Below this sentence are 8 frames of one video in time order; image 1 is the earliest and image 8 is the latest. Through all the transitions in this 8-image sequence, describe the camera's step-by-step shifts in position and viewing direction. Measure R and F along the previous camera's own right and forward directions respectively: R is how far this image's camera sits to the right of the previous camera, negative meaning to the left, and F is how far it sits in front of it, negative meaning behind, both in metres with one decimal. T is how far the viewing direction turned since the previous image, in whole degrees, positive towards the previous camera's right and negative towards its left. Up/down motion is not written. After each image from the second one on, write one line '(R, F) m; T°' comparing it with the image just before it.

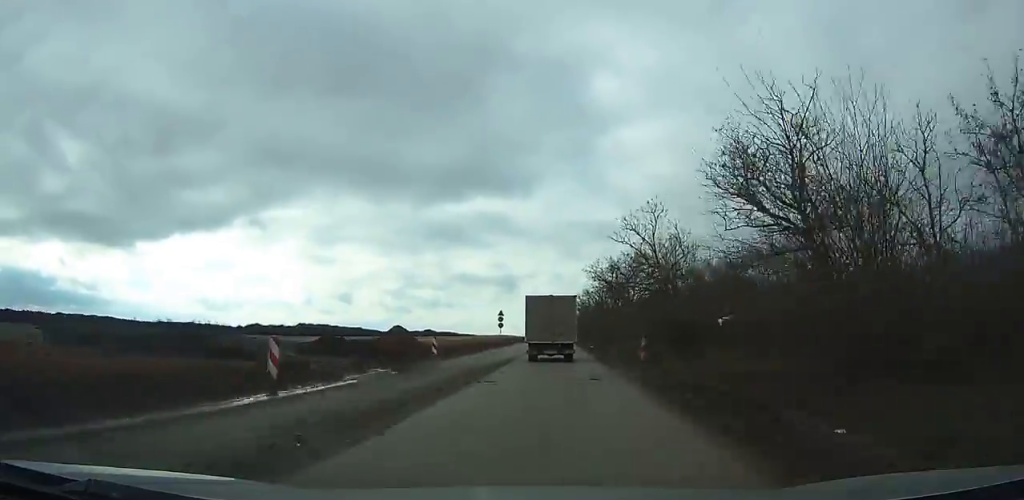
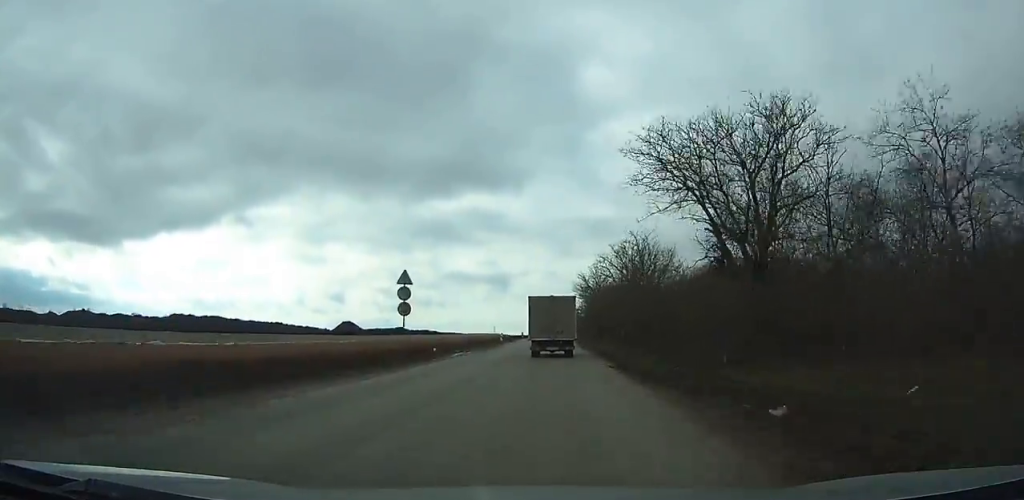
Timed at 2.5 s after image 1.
(+0.2, +46.5) m; +1°
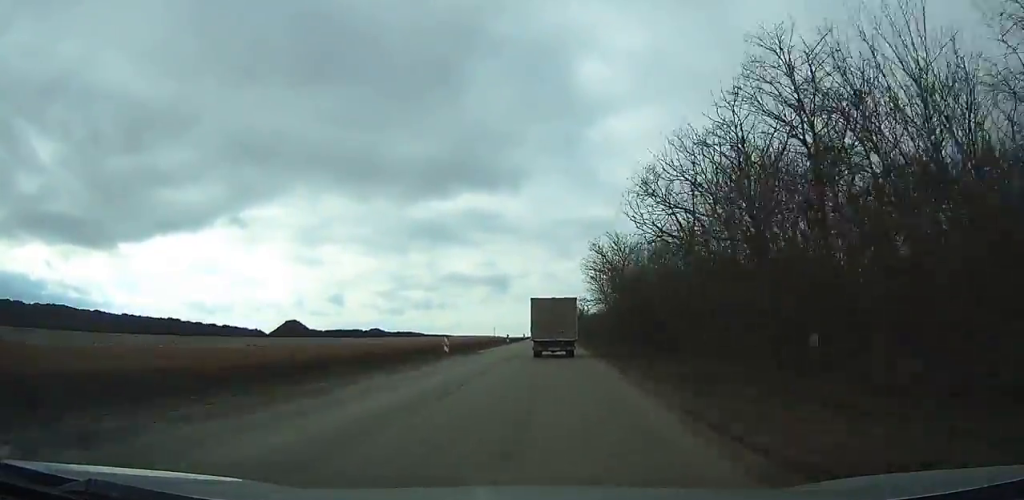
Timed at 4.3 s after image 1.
(+0.1, +35.6) m; 0°
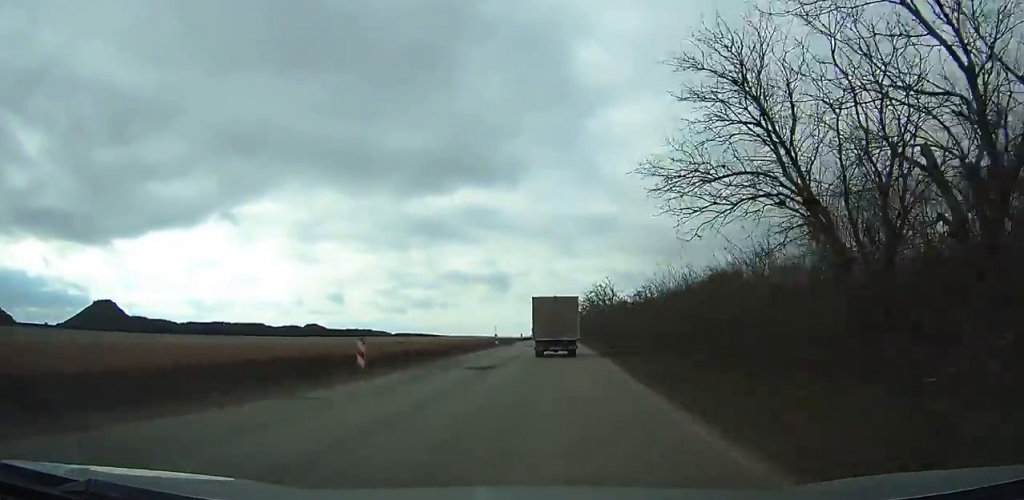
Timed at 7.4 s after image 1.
(+0.2, +59.1) m; 0°
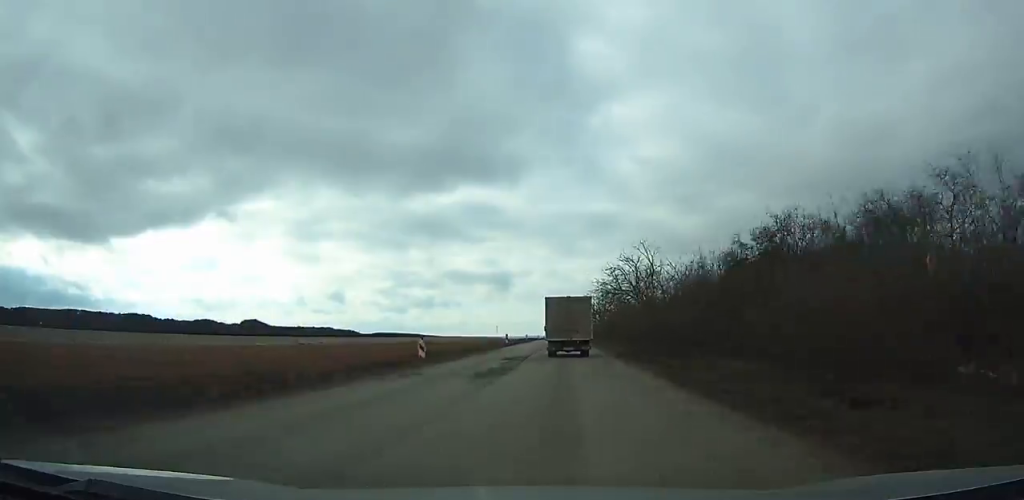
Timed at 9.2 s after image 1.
(0.0, +34.9) m; 0°
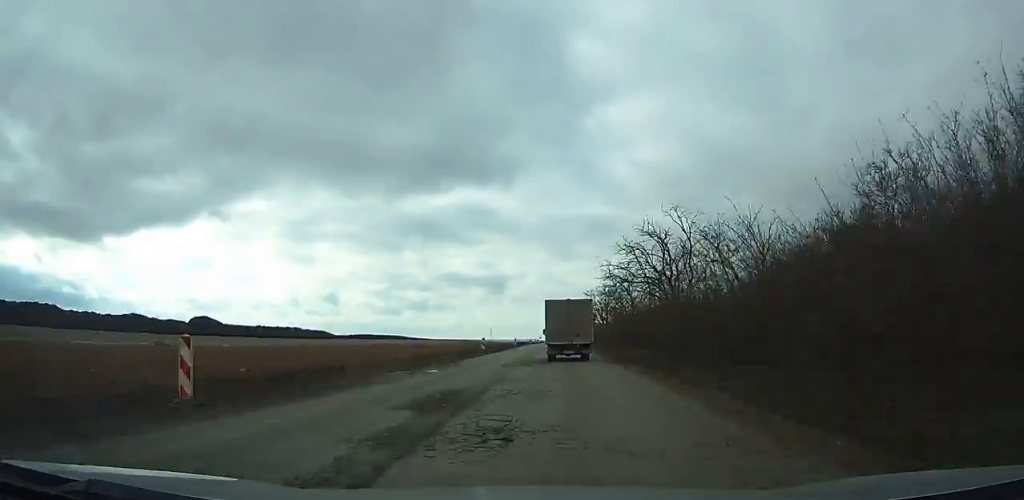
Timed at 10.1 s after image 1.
(-0.1, +16.8) m; 0°
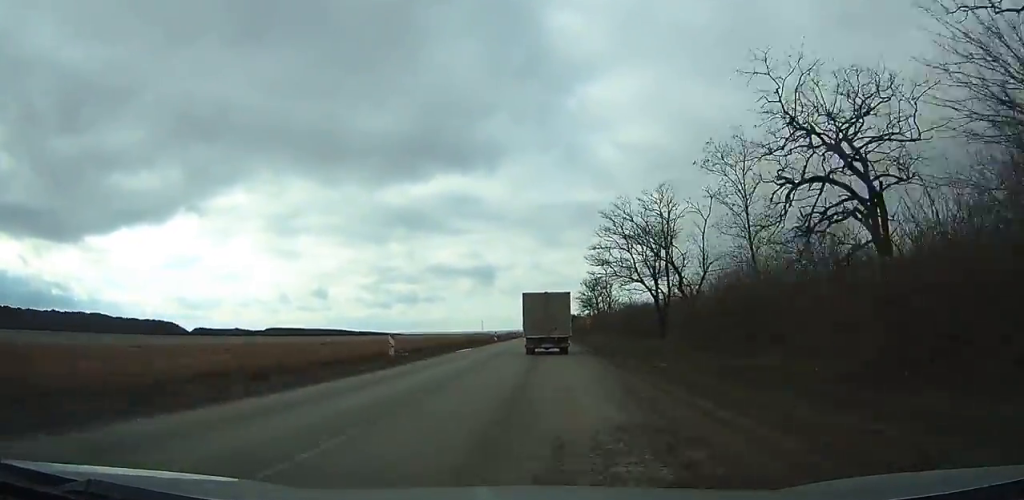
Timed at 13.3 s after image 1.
(+0.3, +63.1) m; 0°
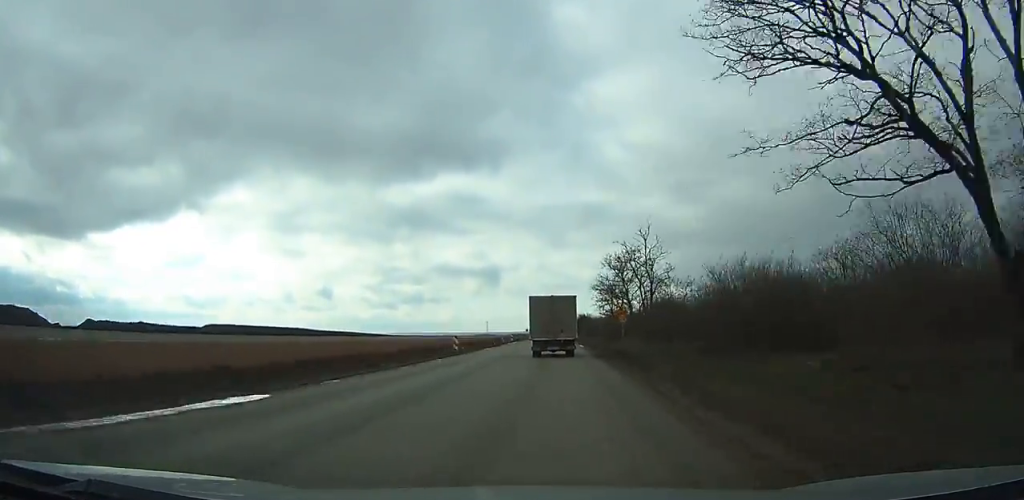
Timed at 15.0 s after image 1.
(-0.1, +32.1) m; 0°
